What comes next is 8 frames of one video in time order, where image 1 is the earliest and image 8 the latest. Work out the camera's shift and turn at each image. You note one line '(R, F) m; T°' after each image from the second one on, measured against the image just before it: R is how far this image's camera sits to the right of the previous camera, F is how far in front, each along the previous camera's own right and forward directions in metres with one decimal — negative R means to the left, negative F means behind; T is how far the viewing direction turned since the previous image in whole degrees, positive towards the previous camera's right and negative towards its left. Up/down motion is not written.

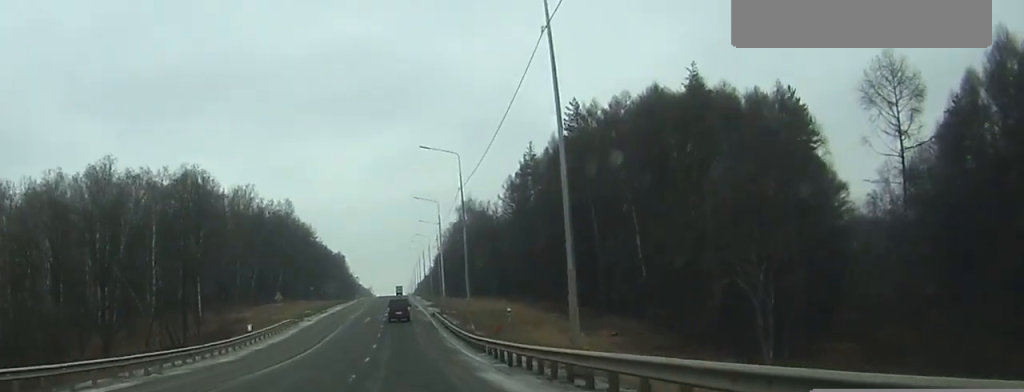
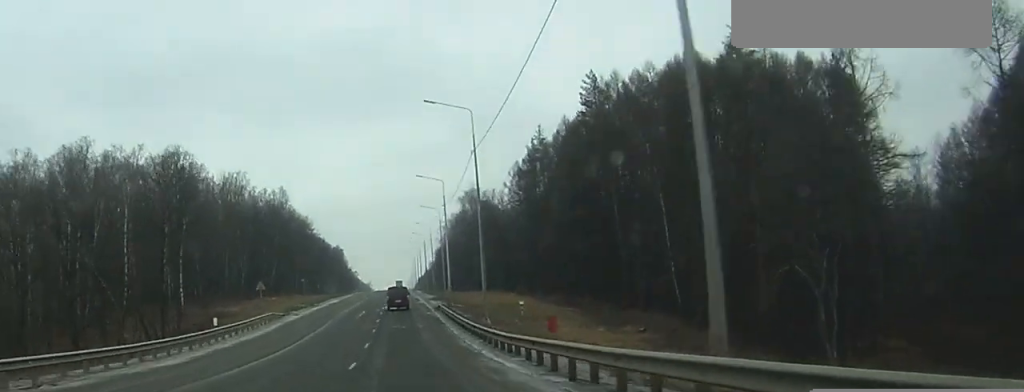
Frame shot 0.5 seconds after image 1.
(0.0, +10.8) m; 0°
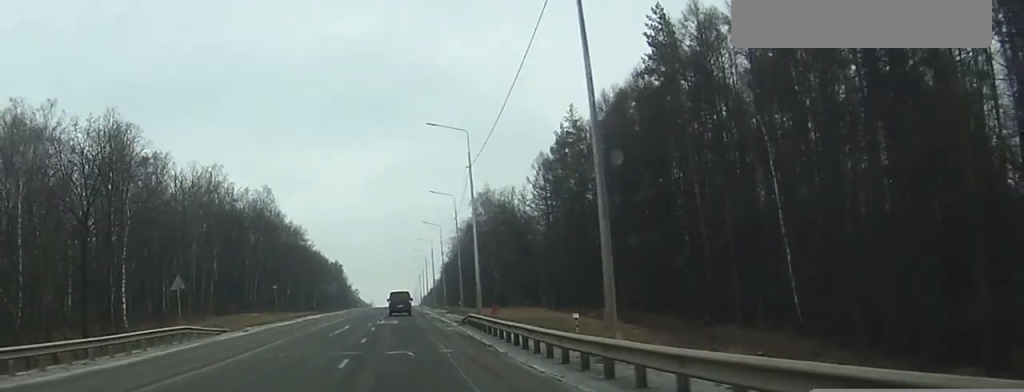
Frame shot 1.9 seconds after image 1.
(-0.1, +27.3) m; 0°
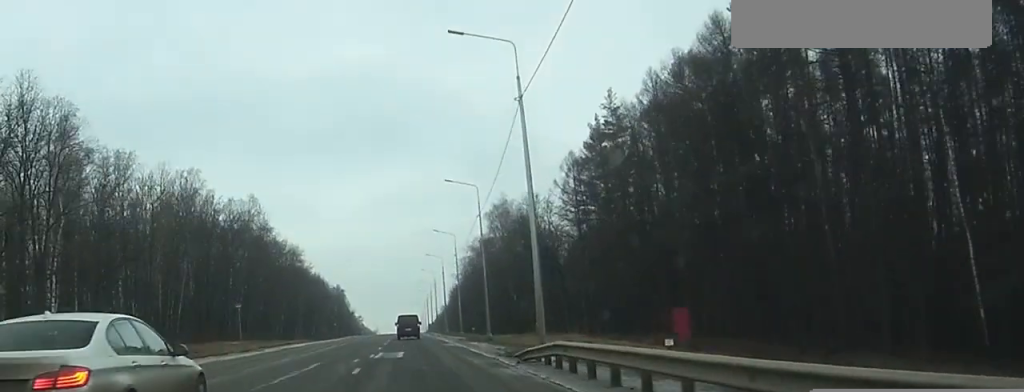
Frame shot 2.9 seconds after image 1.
(0.0, +21.4) m; 0°
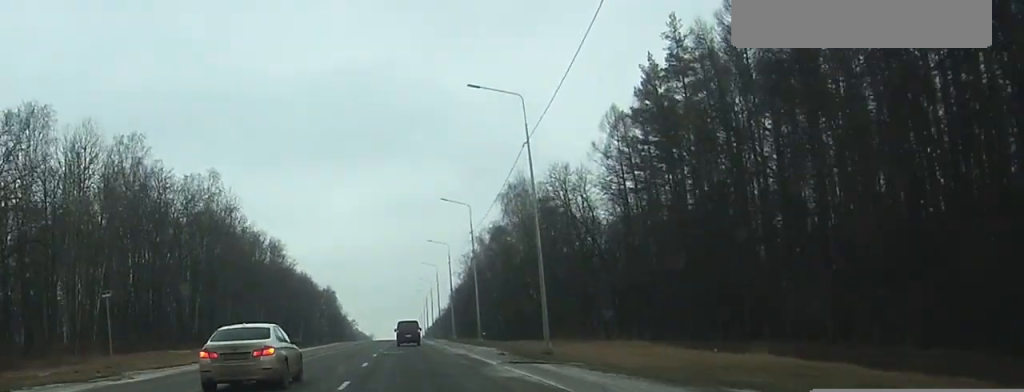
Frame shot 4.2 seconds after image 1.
(-0.1, +27.8) m; 0°
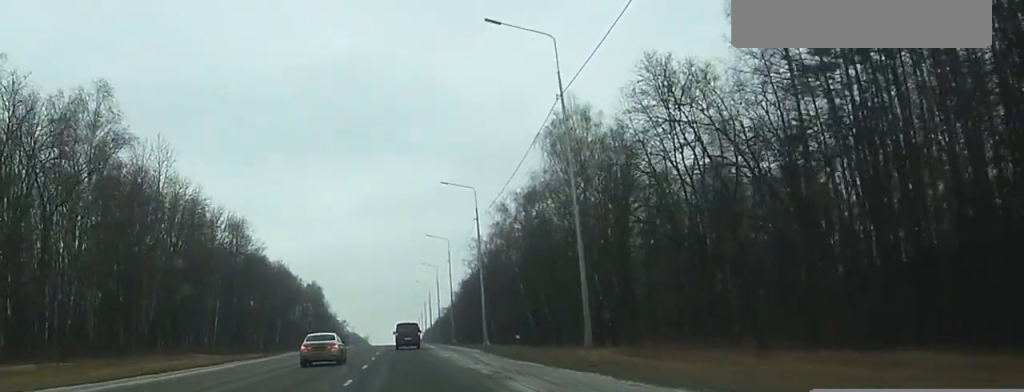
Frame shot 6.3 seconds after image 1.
(0.0, +44.0) m; 0°
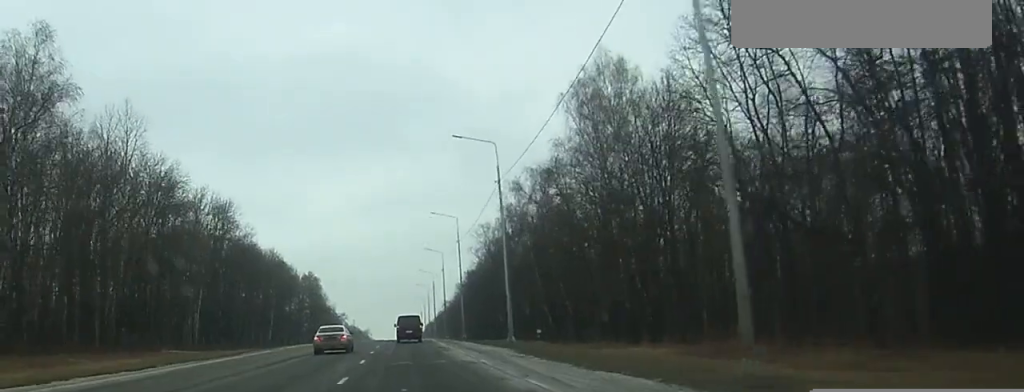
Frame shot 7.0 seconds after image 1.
(0.0, +14.0) m; 0°
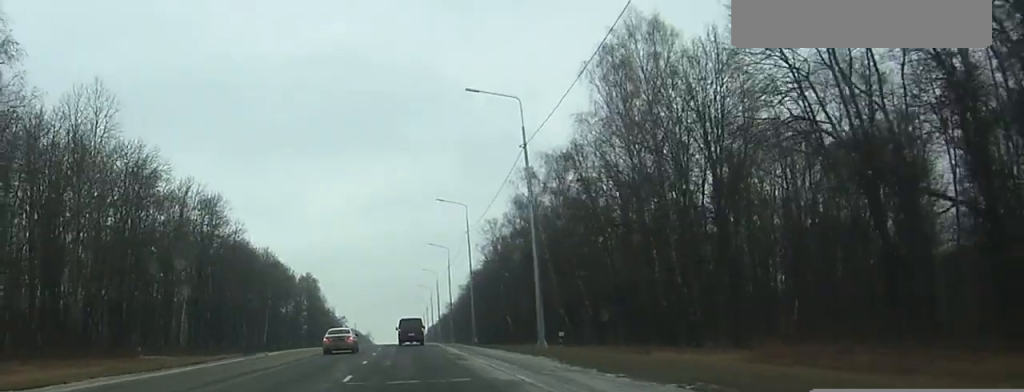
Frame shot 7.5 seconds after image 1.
(0.0, +10.6) m; 0°
